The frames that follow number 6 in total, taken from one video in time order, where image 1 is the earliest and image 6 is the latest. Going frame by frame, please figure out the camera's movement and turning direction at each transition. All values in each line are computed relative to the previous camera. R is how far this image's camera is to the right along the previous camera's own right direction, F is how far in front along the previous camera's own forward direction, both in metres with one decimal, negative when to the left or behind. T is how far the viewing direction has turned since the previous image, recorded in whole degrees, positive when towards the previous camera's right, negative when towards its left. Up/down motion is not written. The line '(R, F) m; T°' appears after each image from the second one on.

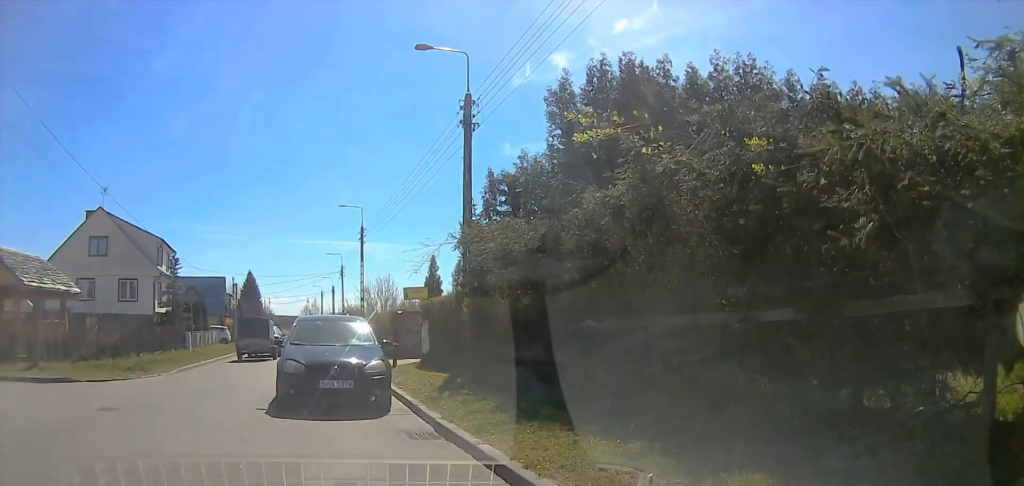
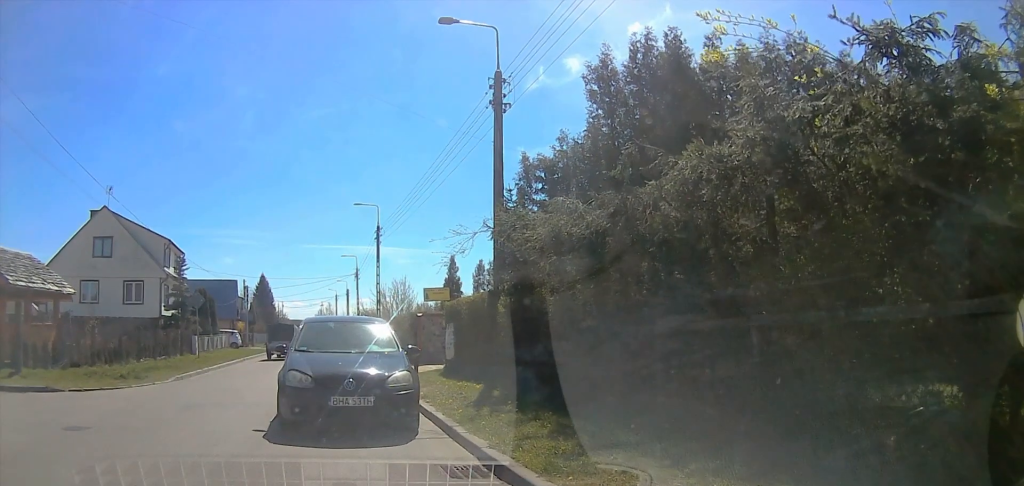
(0.0, +3.9) m; 0°
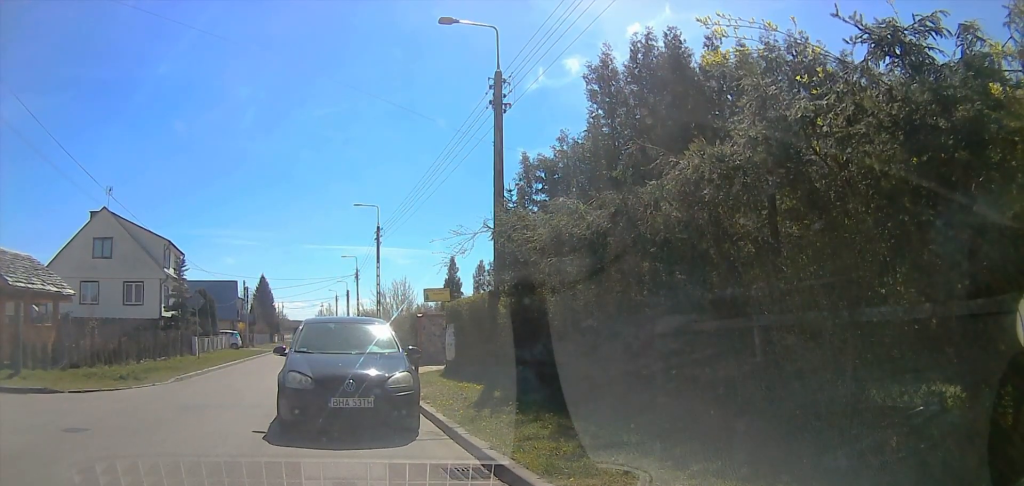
(-0.1, +1.0) m; 0°
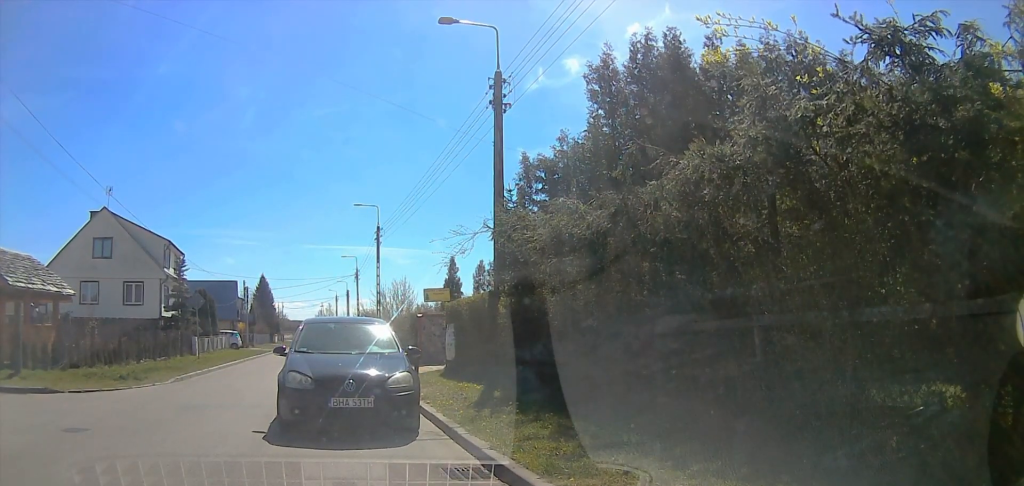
(-0.1, +0.1) m; 0°
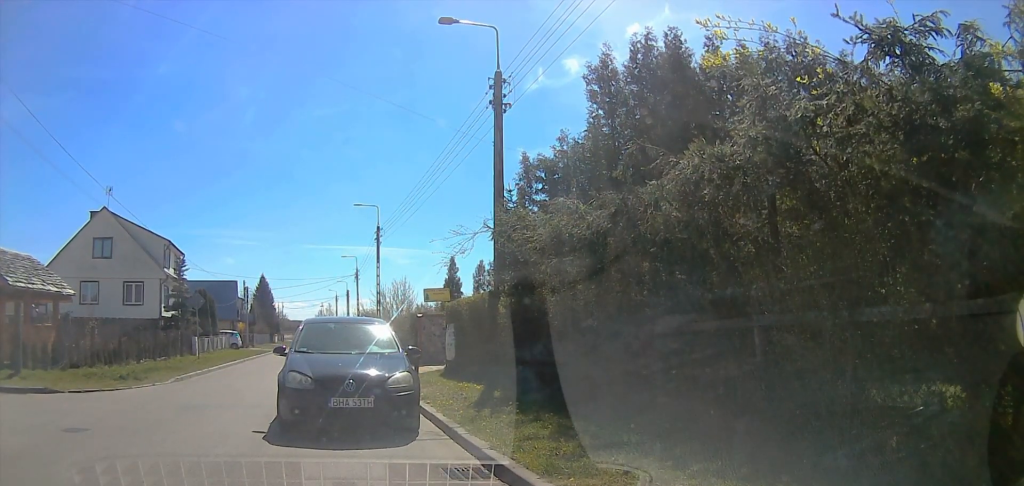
(0.0, 0.0) m; 0°
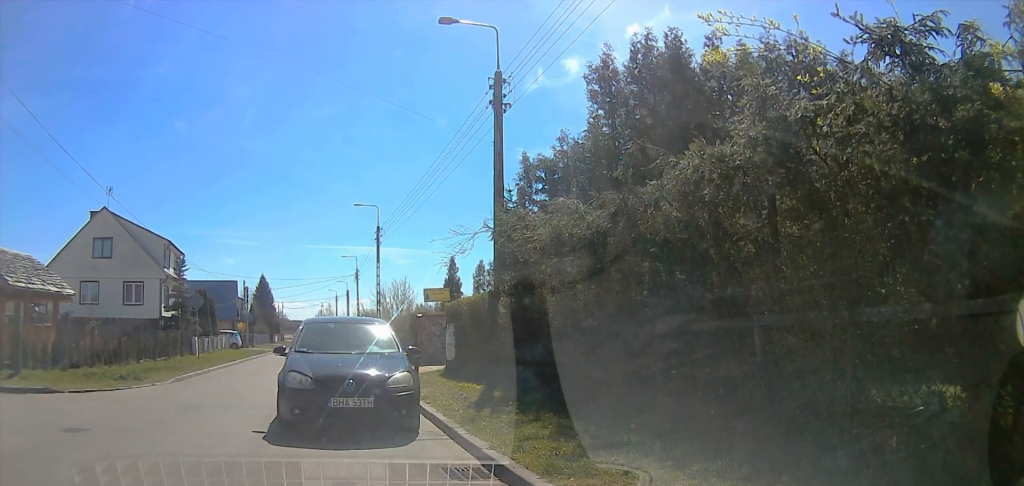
(0.0, 0.0) m; 0°
